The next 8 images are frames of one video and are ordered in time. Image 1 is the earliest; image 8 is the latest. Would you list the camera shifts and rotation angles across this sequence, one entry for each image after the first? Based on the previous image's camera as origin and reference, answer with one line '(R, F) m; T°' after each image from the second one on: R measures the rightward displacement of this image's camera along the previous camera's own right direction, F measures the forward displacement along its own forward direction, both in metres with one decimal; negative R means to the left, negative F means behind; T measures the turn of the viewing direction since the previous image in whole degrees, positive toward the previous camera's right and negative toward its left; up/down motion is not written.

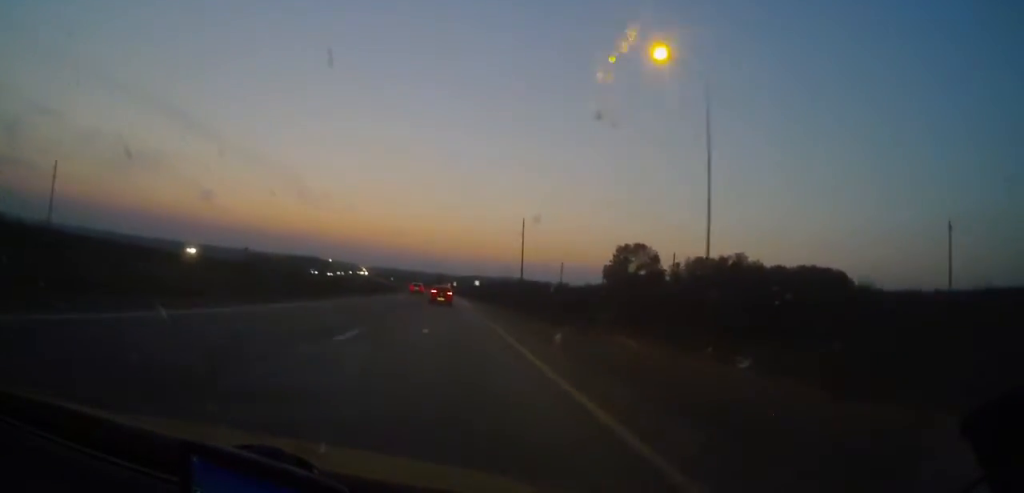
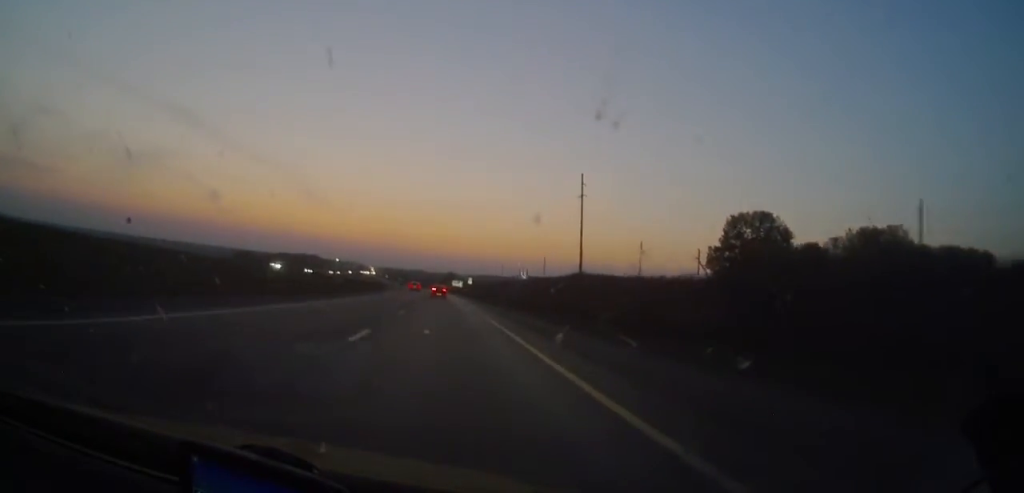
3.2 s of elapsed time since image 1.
(-0.6, +73.2) m; -1°
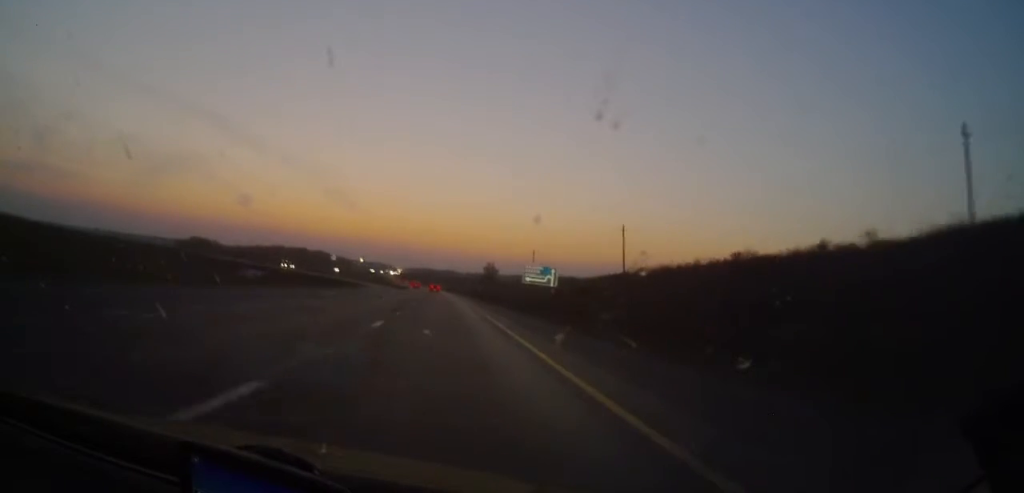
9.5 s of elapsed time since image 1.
(-2.0, +153.7) m; -3°
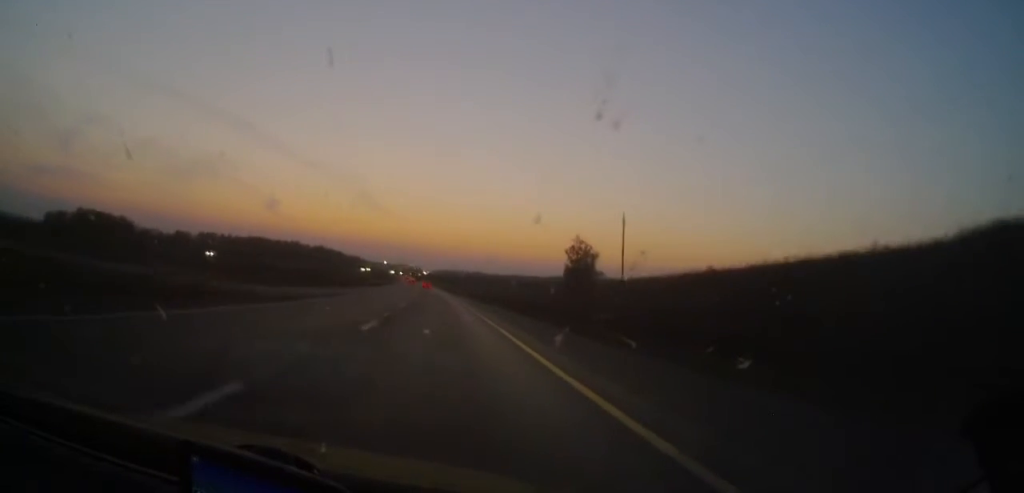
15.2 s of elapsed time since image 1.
(-3.4, +146.5) m; -2°
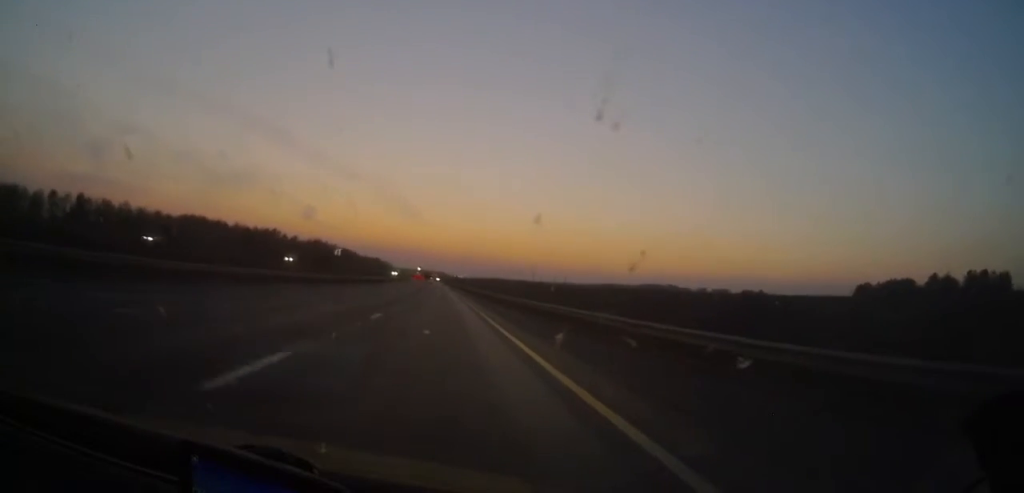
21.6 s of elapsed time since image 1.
(-4.9, +165.5) m; -4°
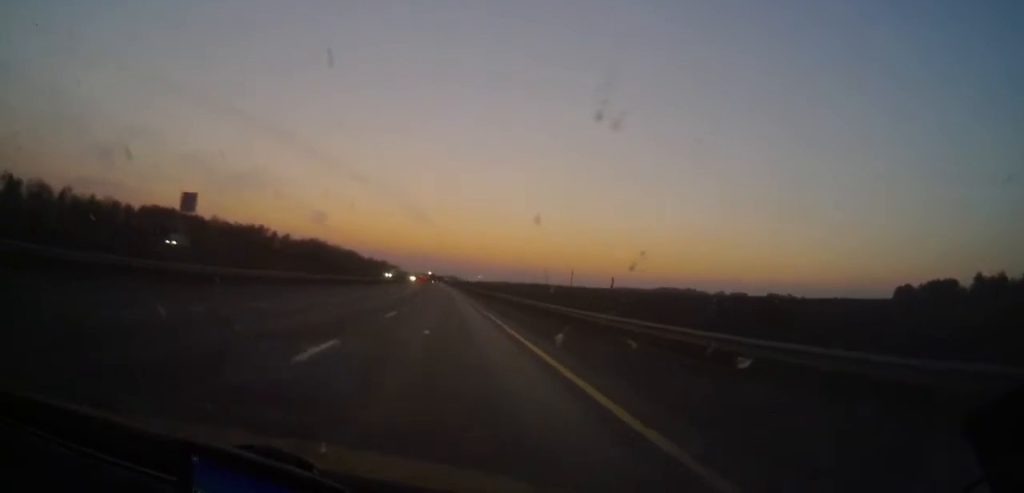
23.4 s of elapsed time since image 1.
(-0.5, +45.0) m; -1°
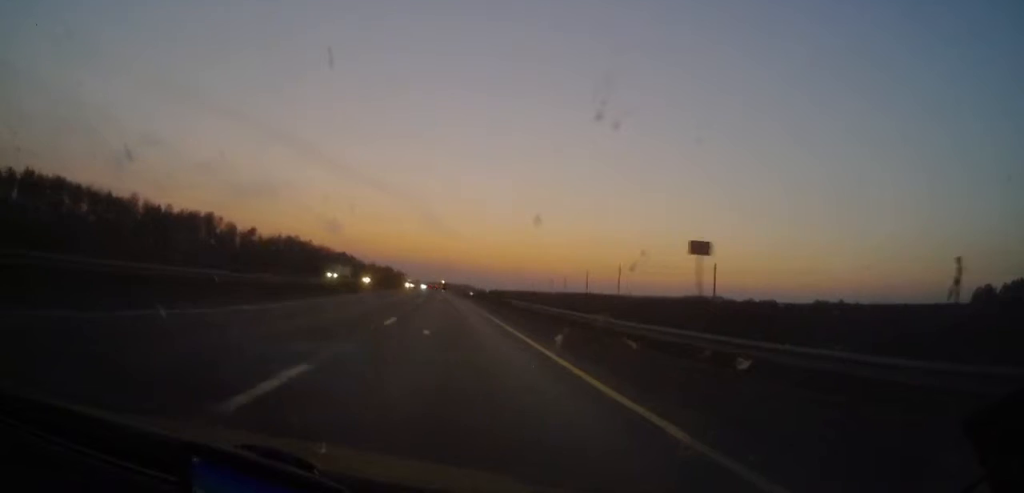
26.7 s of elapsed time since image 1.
(-0.8, +86.4) m; -1°
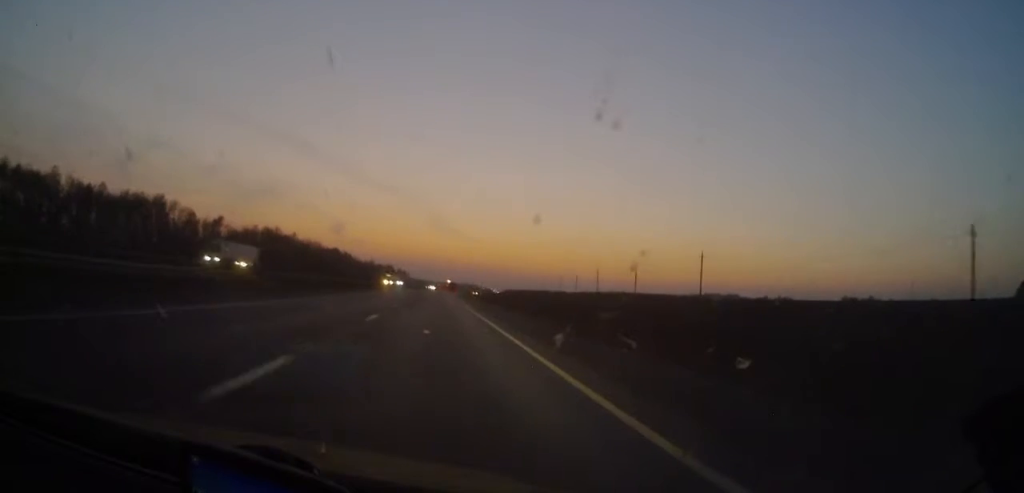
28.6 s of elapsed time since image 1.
(-0.5, +48.2) m; 0°
